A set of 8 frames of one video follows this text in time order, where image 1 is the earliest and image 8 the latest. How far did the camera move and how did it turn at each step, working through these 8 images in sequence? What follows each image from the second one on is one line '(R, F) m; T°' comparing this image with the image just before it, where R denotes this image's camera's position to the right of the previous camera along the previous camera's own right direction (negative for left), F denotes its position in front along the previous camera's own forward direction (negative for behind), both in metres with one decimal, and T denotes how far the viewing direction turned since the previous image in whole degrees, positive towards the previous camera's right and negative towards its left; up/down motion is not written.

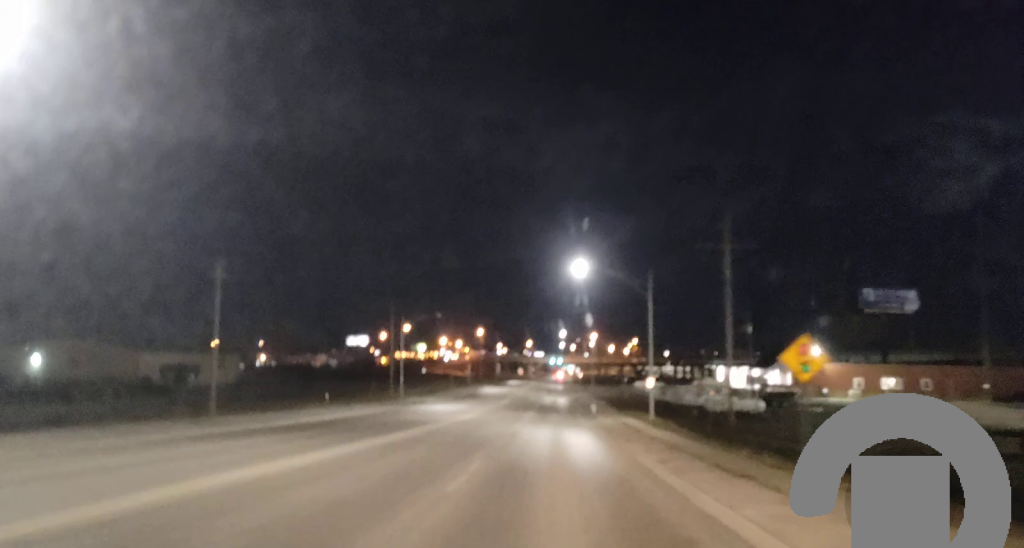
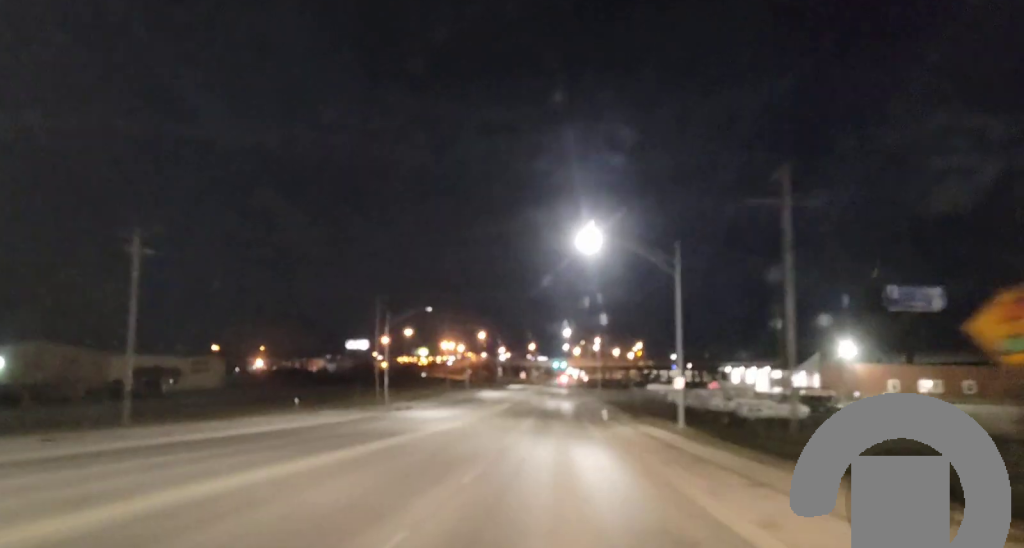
(0.0, +10.7) m; 0°
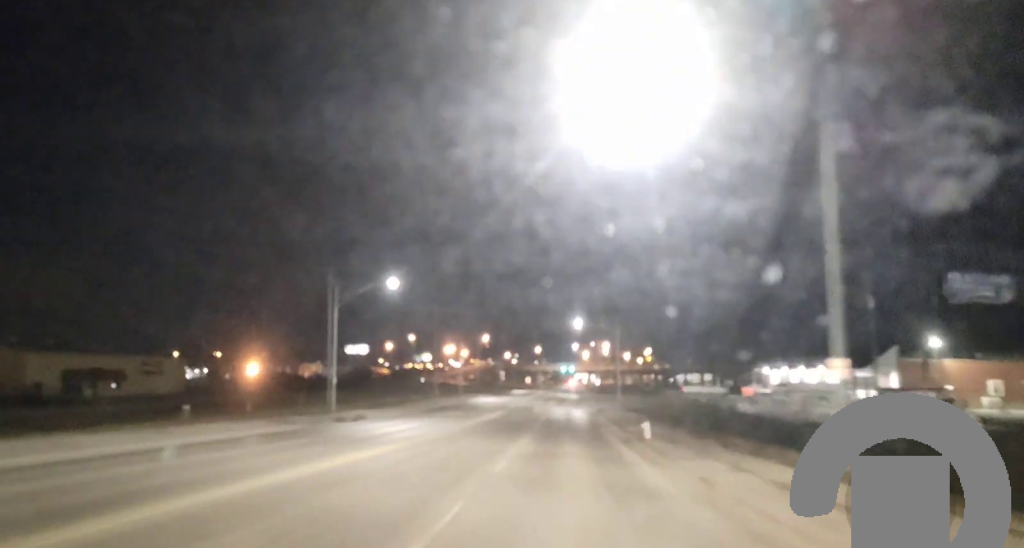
(+0.1, +21.6) m; 0°
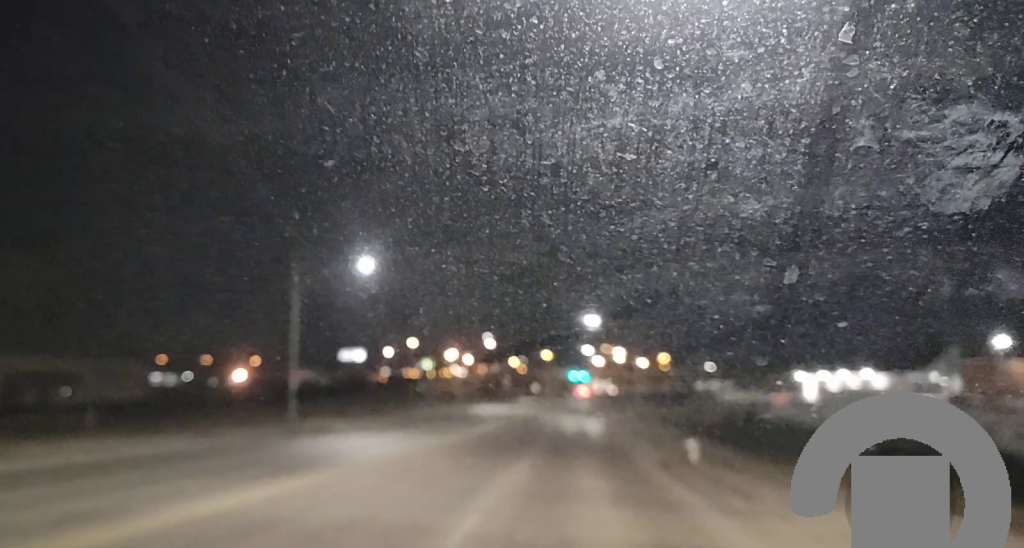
(0.0, +8.1) m; 0°
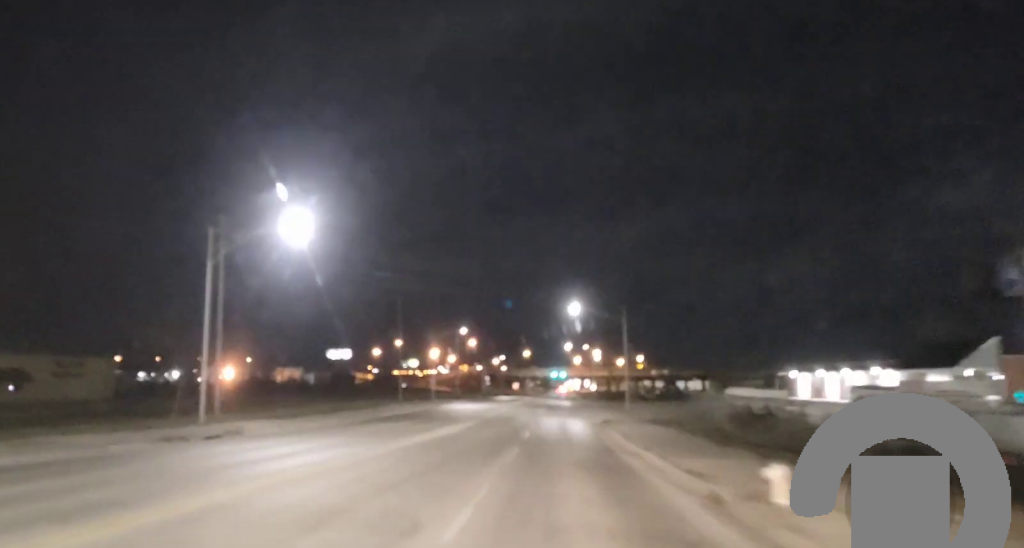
(-0.1, +12.7) m; -1°
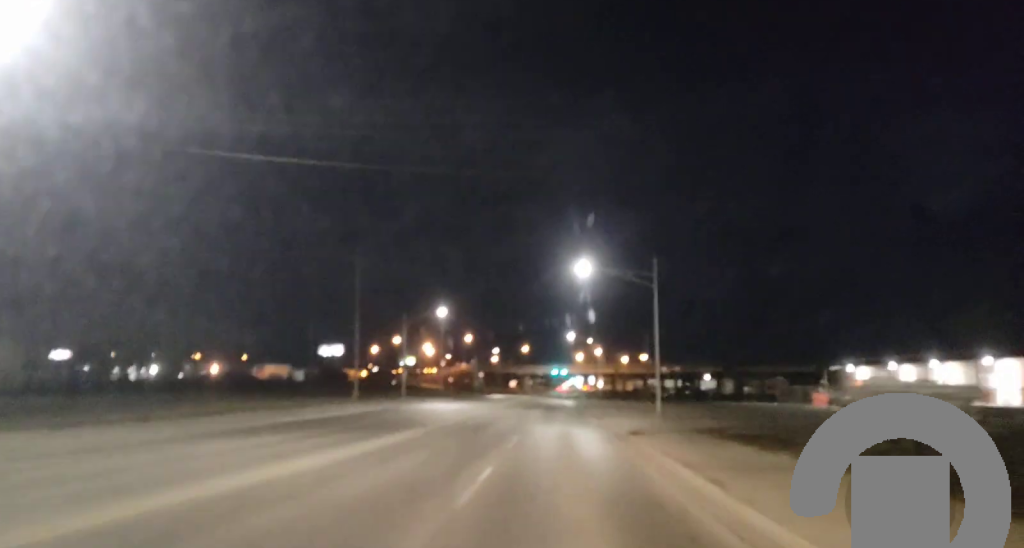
(0.0, +21.8) m; +1°
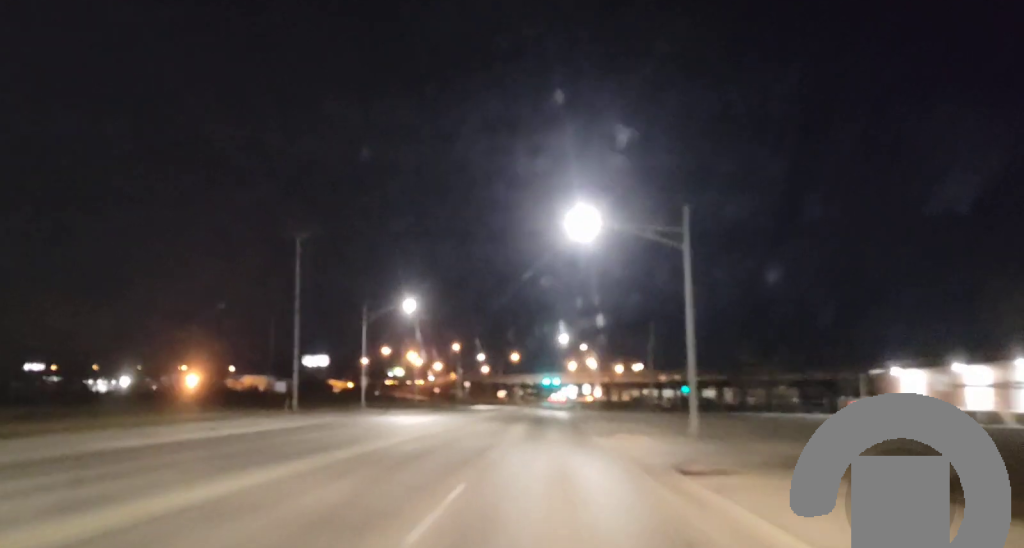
(+0.4, +16.4) m; +1°
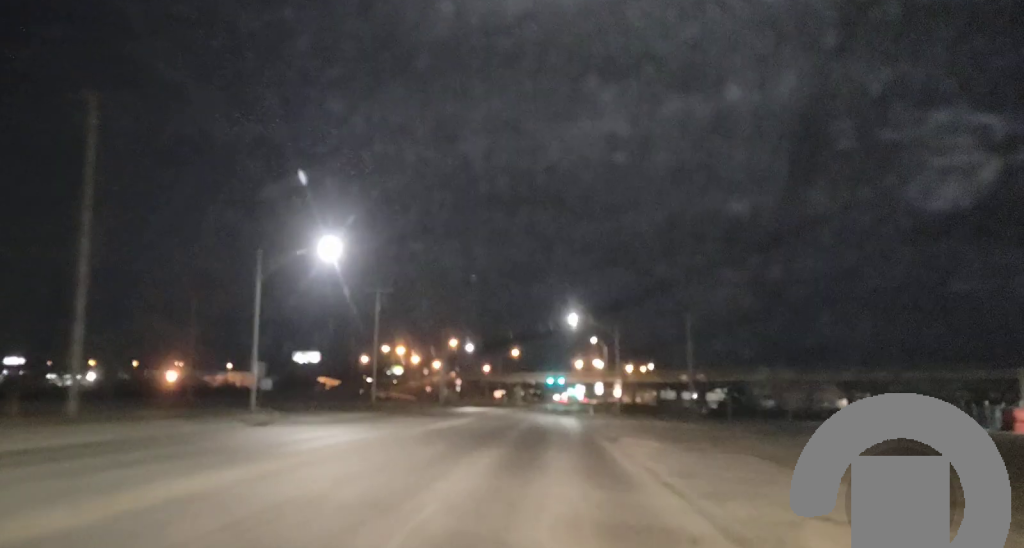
(-0.2, +28.0) m; 0°
